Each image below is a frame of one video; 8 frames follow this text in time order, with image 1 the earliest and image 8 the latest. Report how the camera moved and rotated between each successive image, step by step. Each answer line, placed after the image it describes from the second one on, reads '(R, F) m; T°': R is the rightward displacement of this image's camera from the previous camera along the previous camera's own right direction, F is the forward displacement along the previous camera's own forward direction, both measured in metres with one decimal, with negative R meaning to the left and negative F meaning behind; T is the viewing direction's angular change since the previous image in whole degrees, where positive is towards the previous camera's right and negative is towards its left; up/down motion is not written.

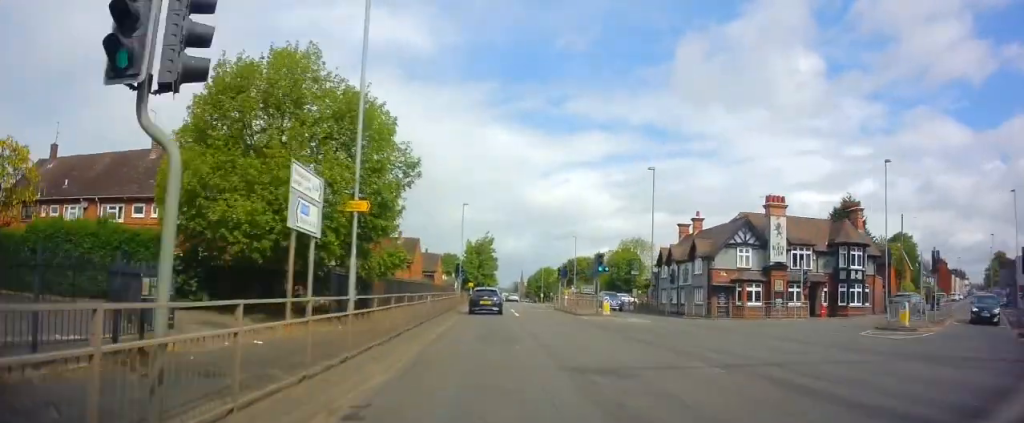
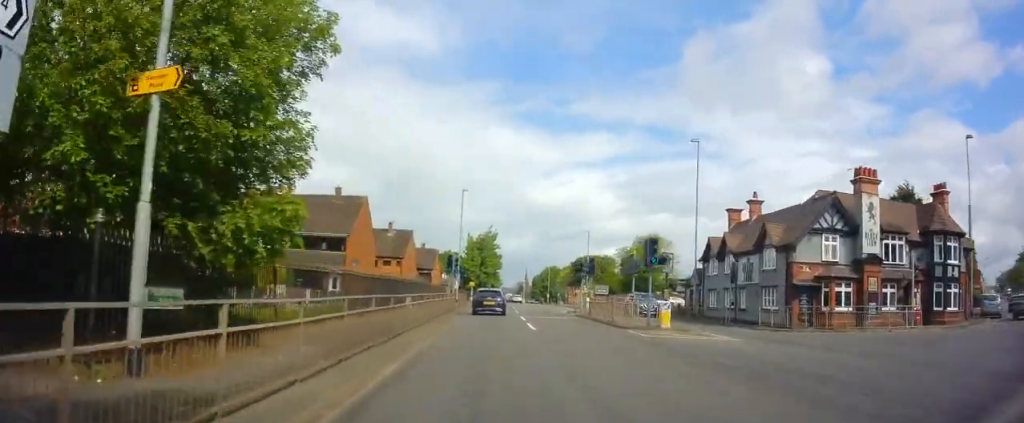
(+0.1, +9.9) m; 0°
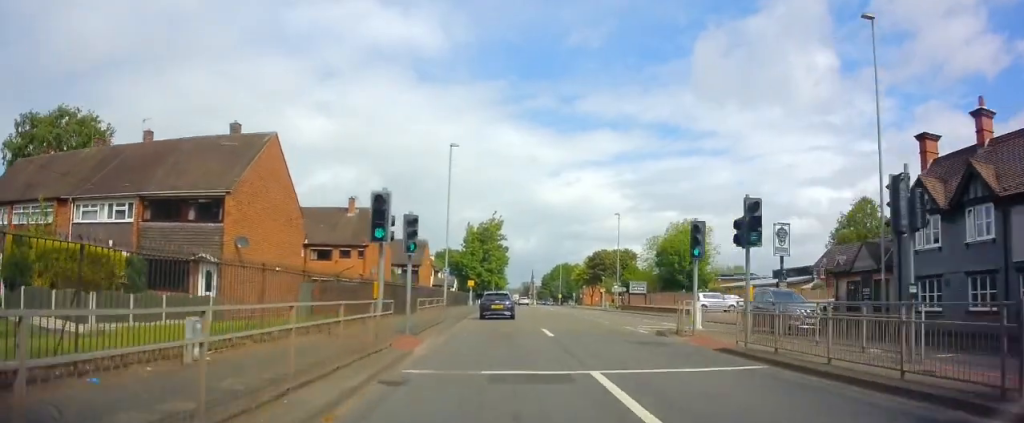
(-0.3, +19.7) m; -2°
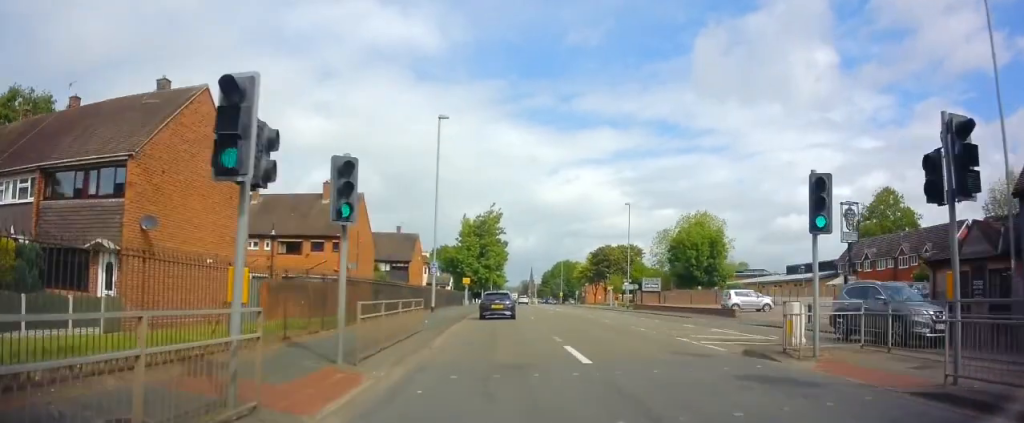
(0.0, +6.7) m; +1°
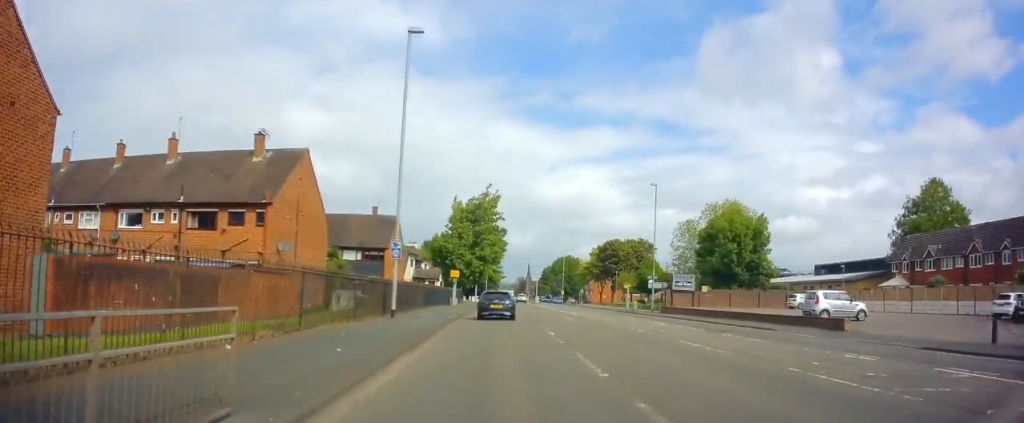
(+0.2, +12.0) m; +1°
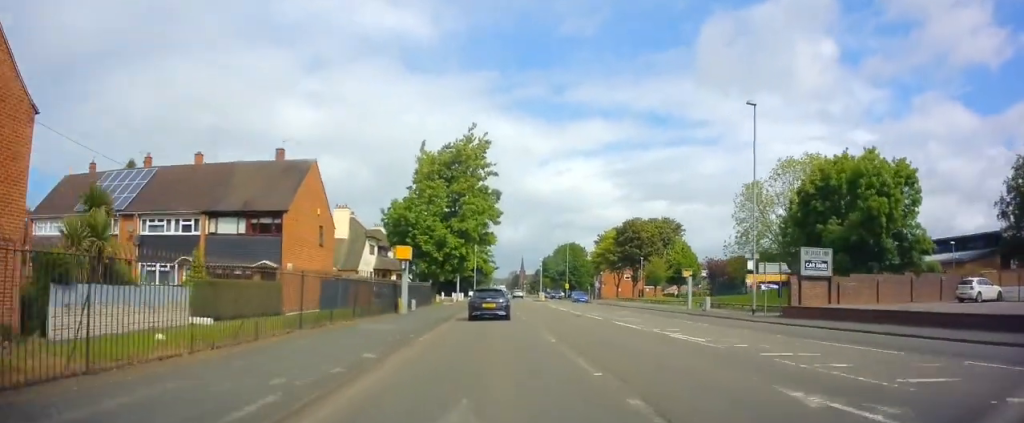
(+0.1, +23.4) m; 0°
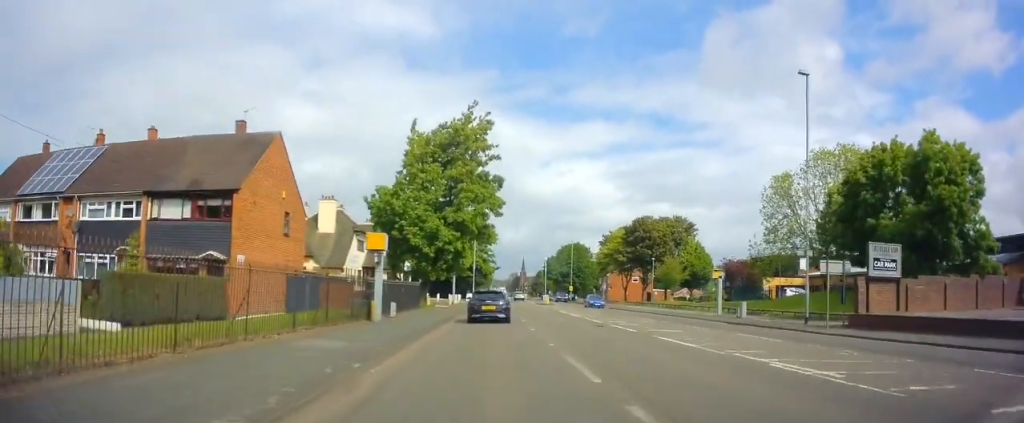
(+0.1, +6.1) m; 0°
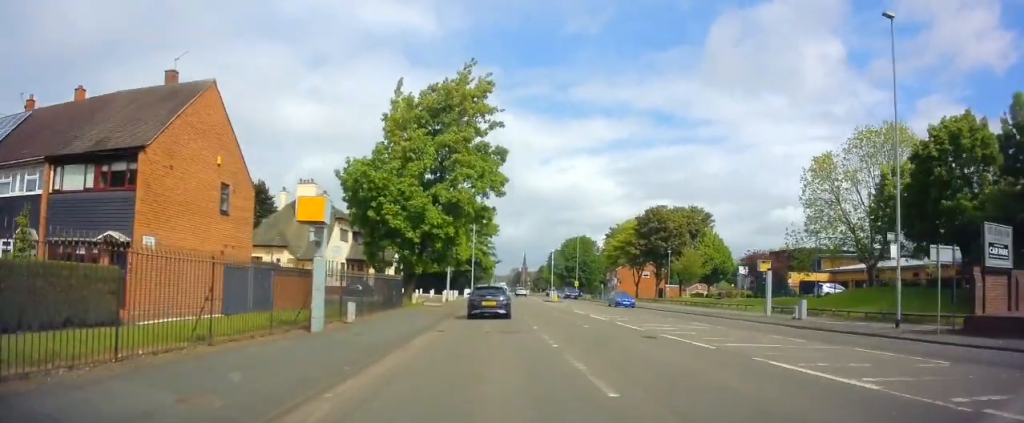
(0.0, +7.1) m; 0°
